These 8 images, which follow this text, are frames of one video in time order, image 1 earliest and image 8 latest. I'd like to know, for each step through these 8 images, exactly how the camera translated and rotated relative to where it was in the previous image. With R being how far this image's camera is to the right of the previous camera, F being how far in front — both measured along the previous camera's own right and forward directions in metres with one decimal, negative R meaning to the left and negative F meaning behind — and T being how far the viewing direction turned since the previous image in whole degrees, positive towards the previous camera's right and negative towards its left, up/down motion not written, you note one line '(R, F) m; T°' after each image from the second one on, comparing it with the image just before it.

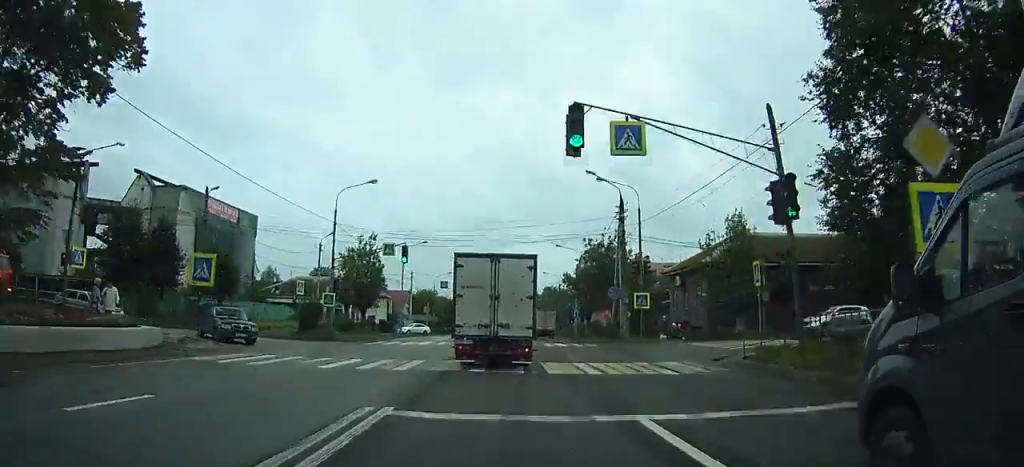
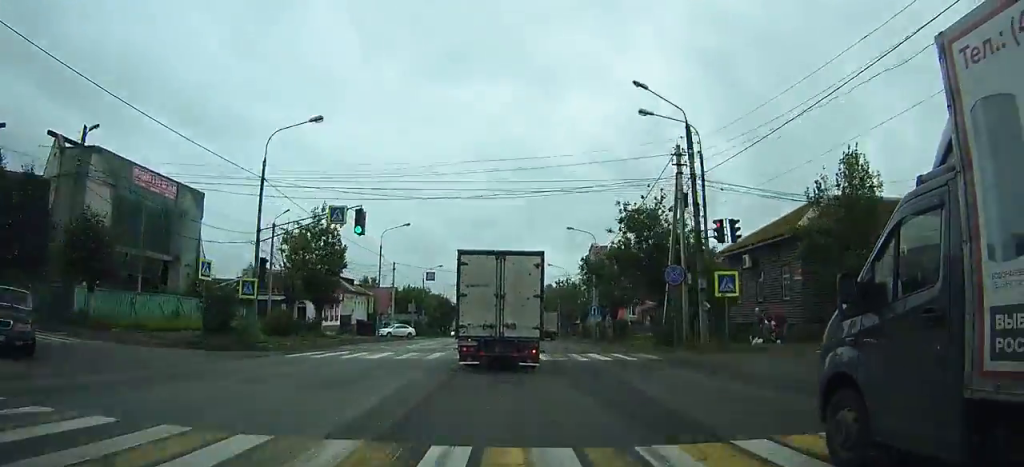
(0.0, +11.8) m; 0°
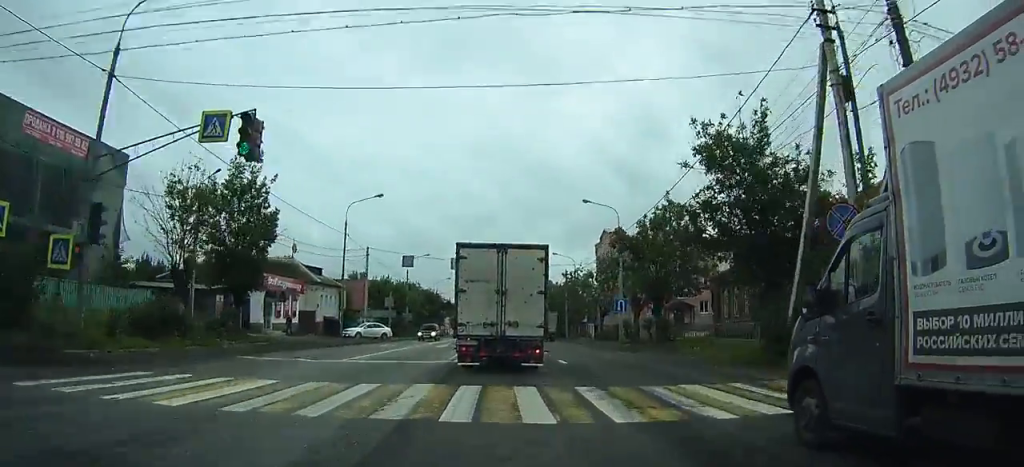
(-0.1, +11.6) m; 0°
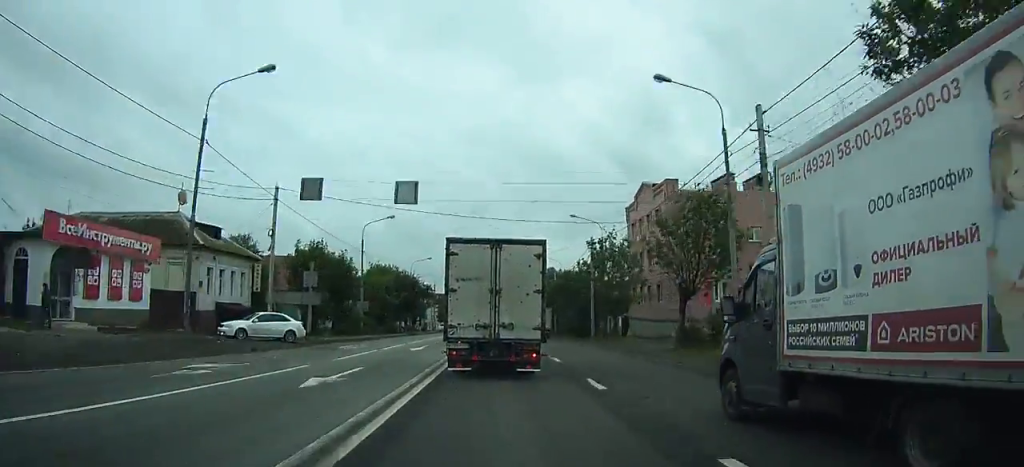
(-0.1, +21.4) m; 0°
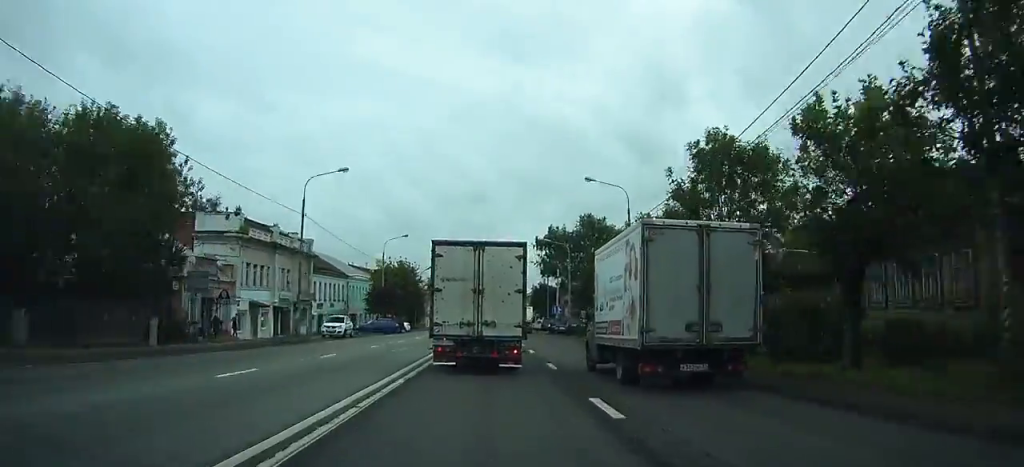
(+1.2, +67.8) m; +1°
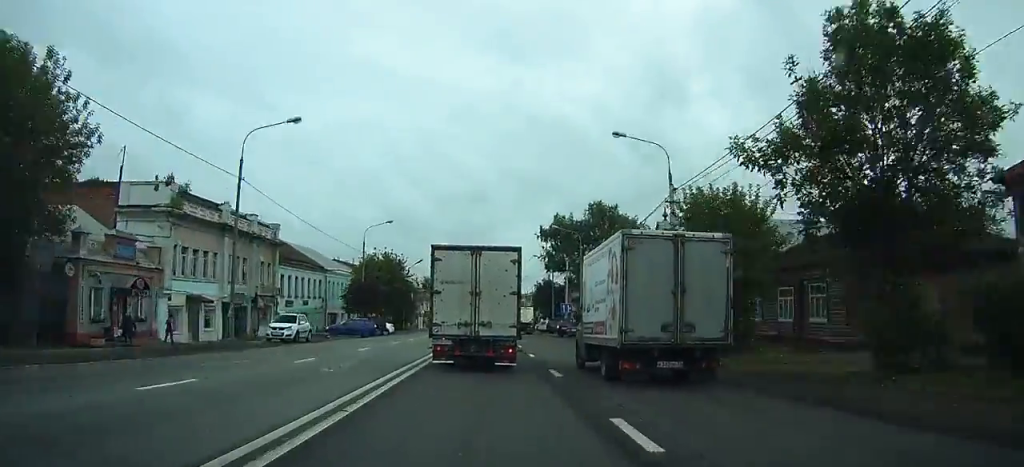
(0.0, +9.4) m; 0°
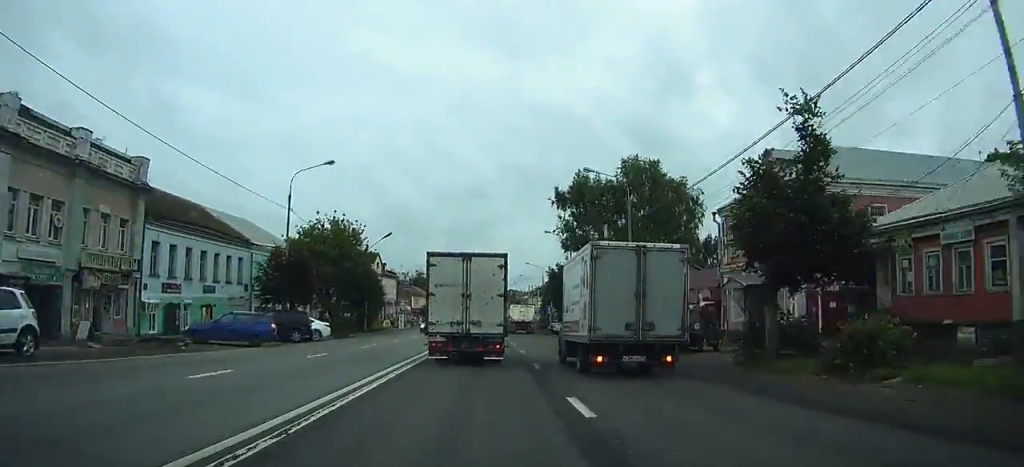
(0.0, +21.1) m; 0°
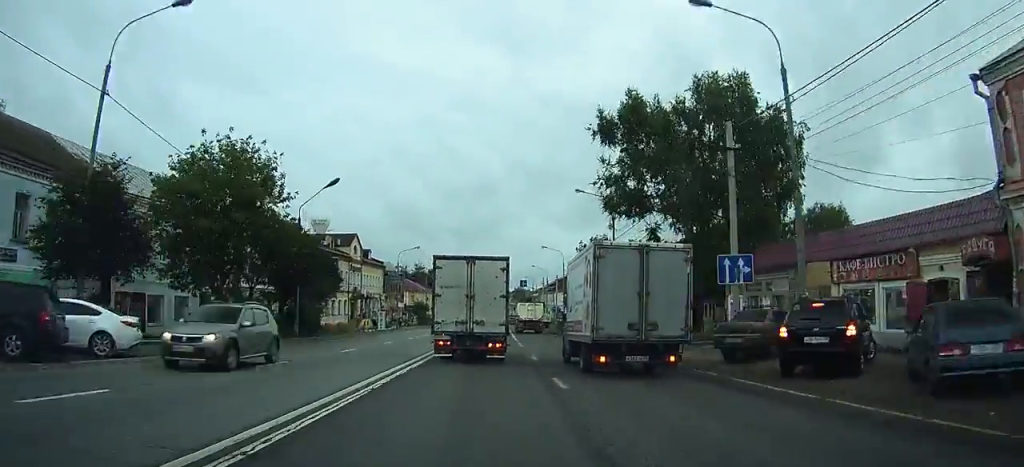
(-0.1, +20.0) m; 0°
